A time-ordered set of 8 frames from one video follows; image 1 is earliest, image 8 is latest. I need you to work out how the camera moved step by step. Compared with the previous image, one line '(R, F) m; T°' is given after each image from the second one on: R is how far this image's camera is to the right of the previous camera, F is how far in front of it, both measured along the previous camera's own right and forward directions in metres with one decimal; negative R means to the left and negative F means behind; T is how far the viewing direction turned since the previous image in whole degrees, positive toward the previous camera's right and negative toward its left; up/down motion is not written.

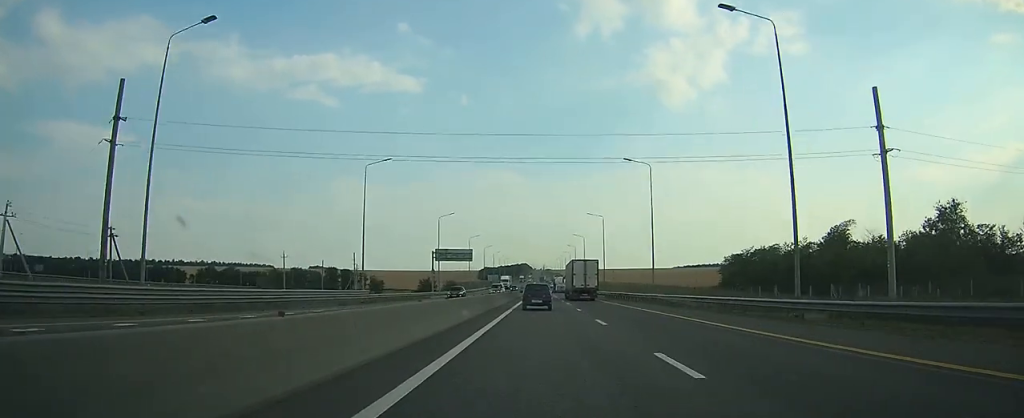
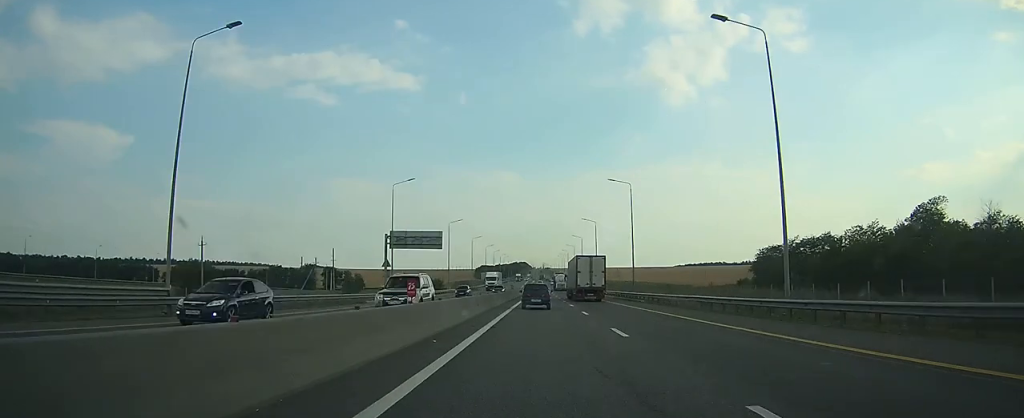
(0.0, +28.8) m; 0°
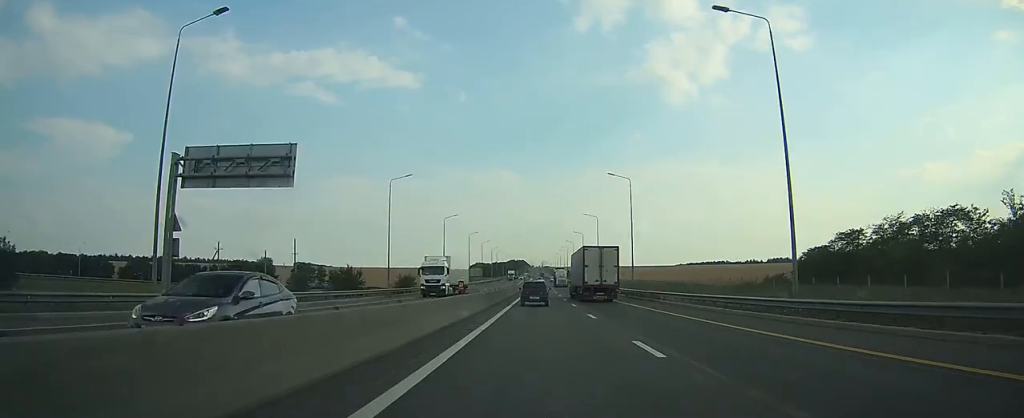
(-0.1, +40.2) m; 0°
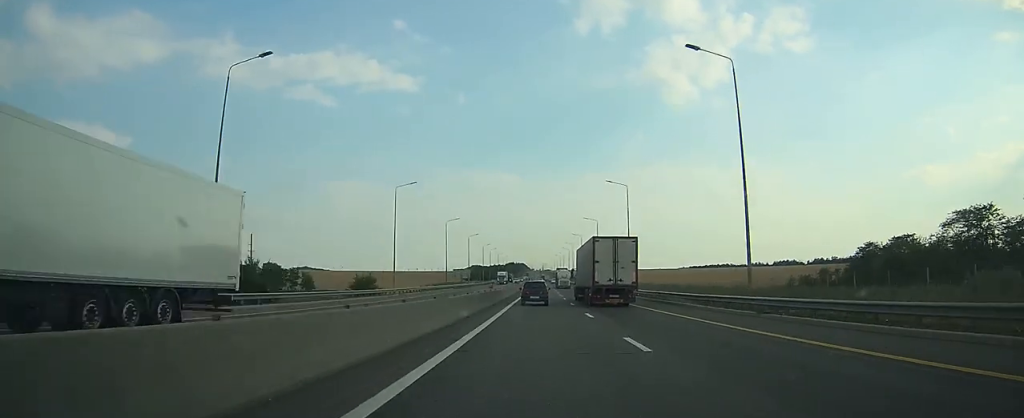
(+0.1, +34.8) m; 0°
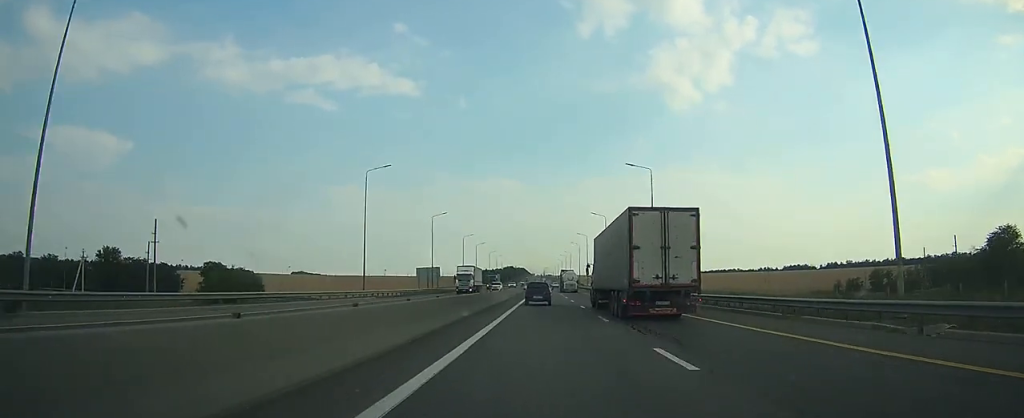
(-0.1, +51.1) m; 0°
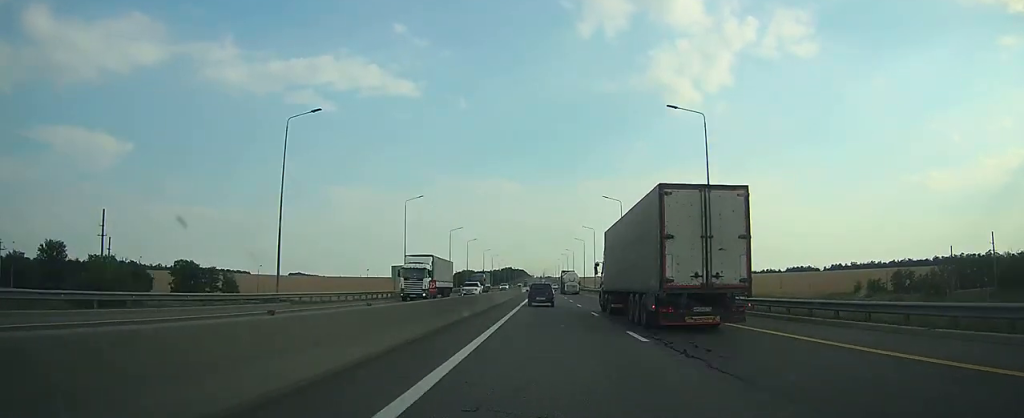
(0.0, +19.0) m; 0°
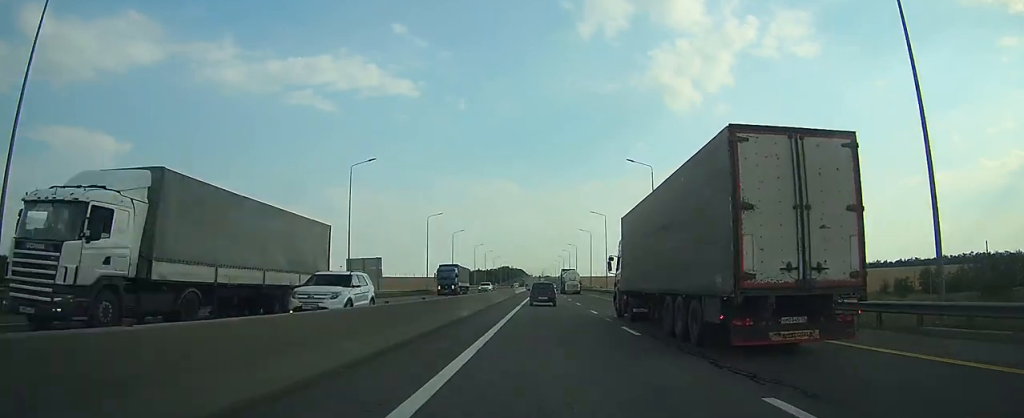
(0.0, +22.3) m; 0°
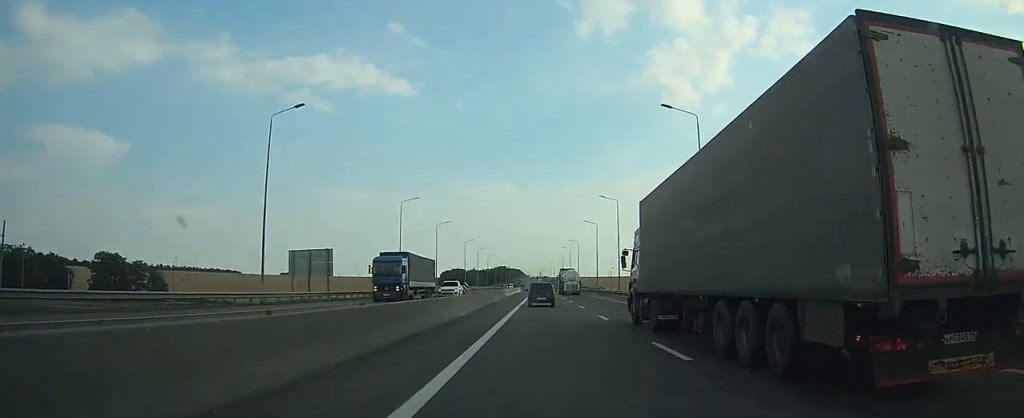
(-0.1, +17.1) m; 0°
